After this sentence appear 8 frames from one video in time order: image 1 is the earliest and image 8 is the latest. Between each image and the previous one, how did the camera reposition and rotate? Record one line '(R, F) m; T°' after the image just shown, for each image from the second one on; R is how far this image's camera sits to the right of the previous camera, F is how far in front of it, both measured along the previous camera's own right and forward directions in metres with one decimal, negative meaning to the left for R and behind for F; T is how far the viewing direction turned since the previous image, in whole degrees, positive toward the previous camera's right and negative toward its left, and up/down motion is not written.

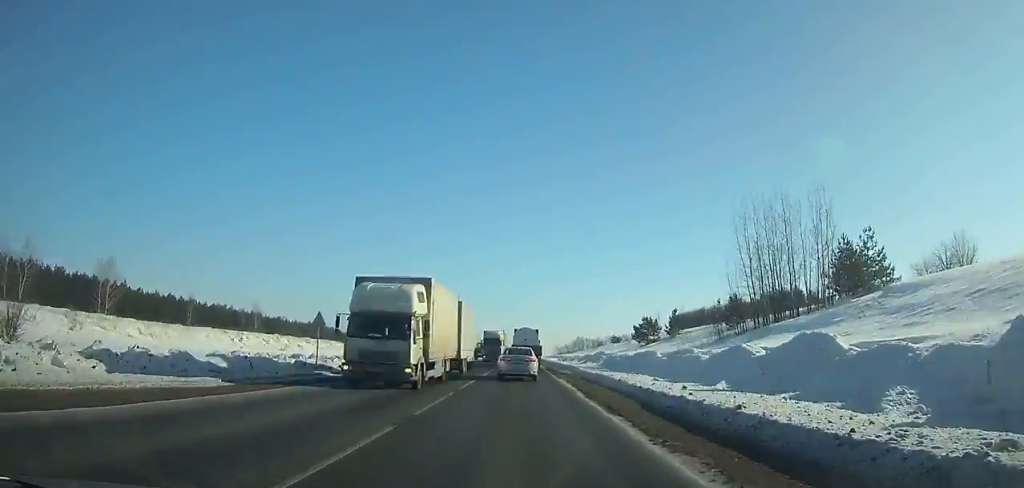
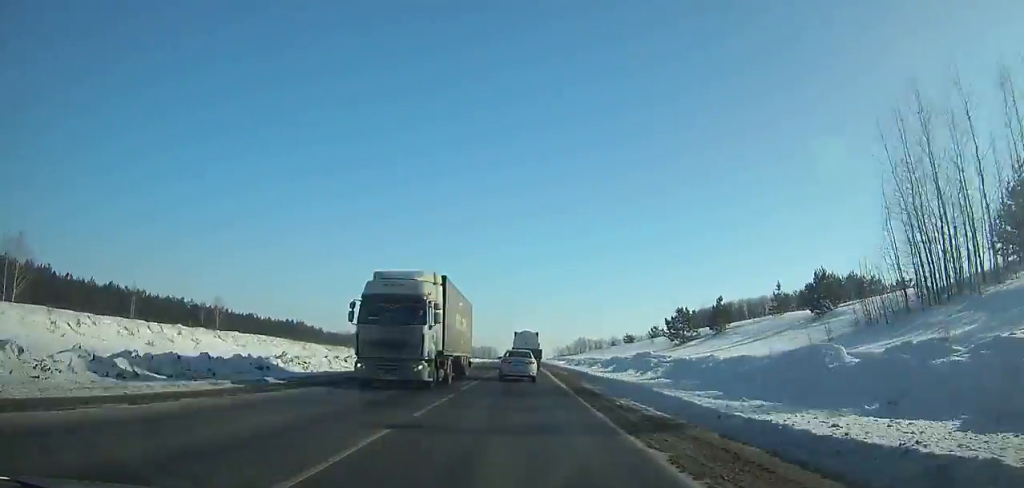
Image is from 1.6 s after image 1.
(0.0, +25.8) m; 0°
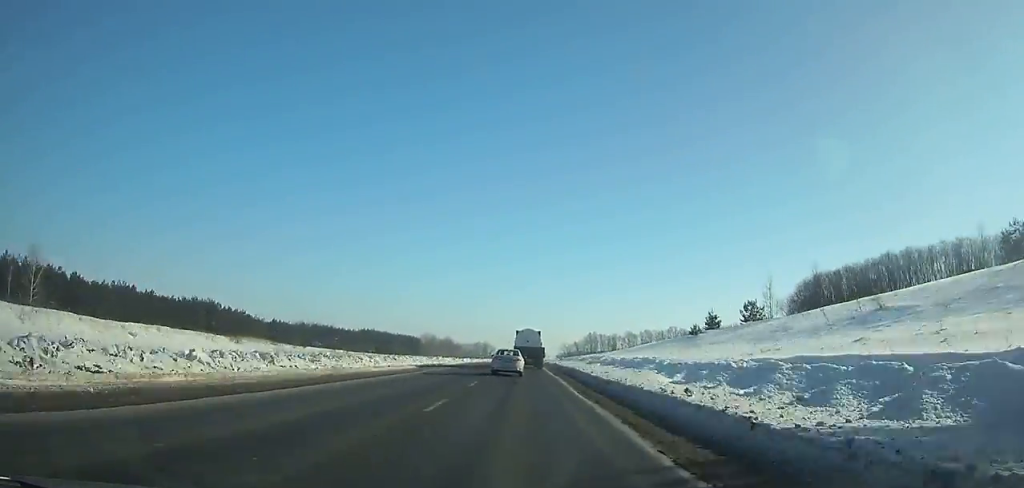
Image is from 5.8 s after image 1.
(0.0, +71.2) m; 0°
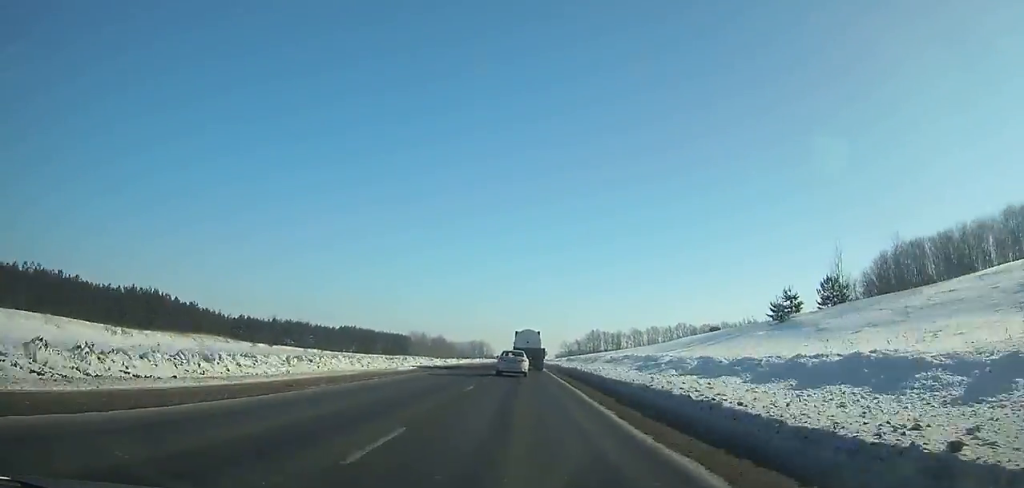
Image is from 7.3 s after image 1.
(0.0, +26.4) m; 0°
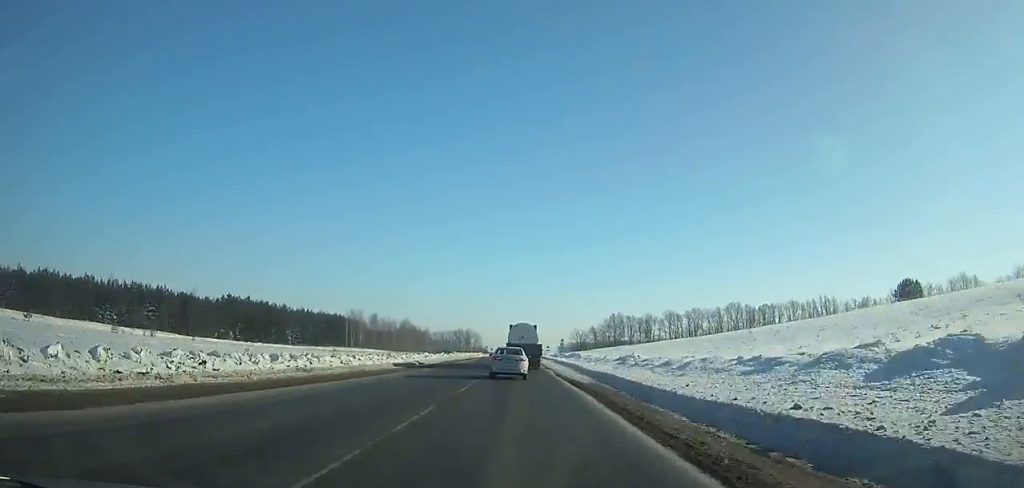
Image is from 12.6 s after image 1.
(+0.1, +94.2) m; 0°
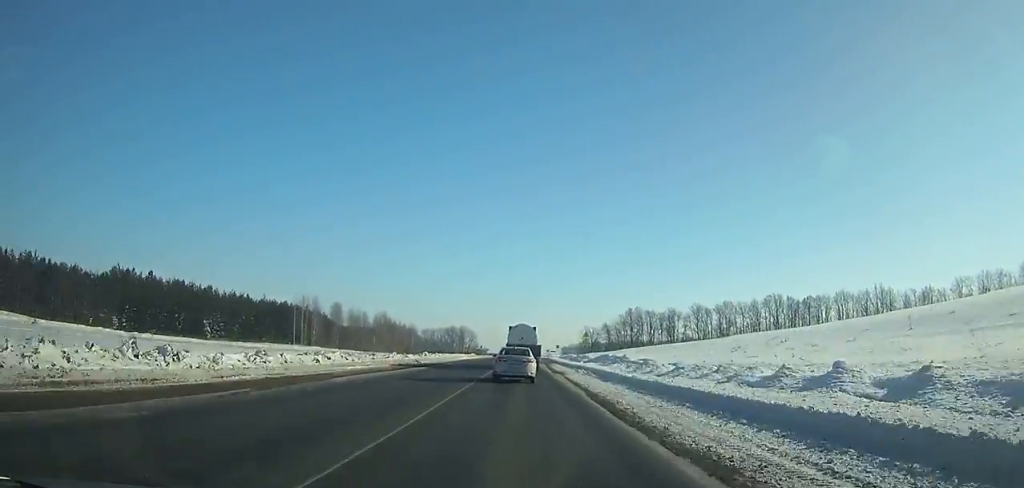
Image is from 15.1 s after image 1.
(-0.1, +44.4) m; 0°
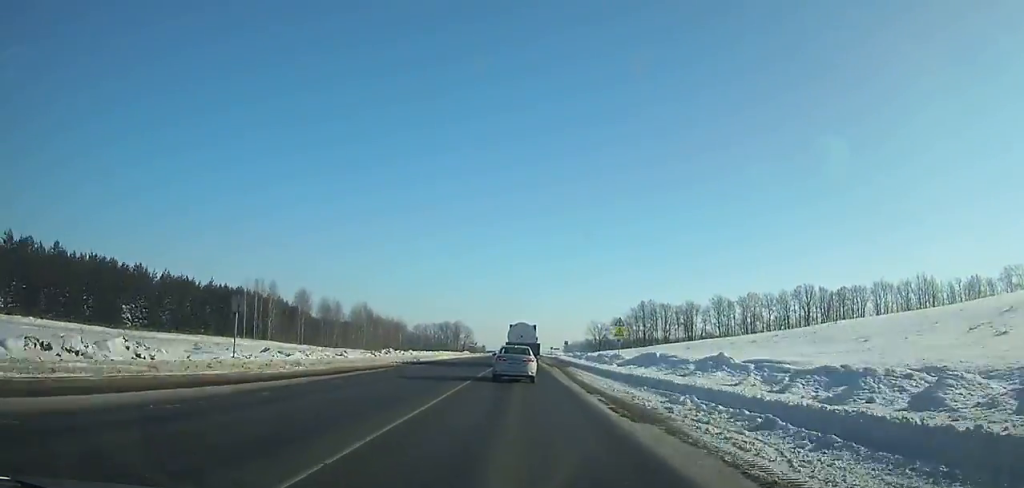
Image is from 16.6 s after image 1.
(-0.1, +26.7) m; 0°
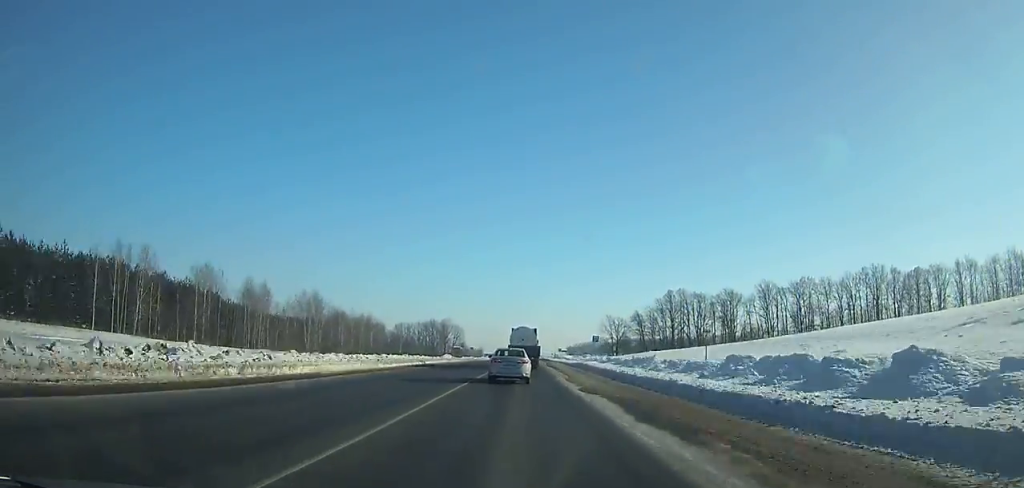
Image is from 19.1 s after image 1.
(0.0, +44.9) m; 0°
